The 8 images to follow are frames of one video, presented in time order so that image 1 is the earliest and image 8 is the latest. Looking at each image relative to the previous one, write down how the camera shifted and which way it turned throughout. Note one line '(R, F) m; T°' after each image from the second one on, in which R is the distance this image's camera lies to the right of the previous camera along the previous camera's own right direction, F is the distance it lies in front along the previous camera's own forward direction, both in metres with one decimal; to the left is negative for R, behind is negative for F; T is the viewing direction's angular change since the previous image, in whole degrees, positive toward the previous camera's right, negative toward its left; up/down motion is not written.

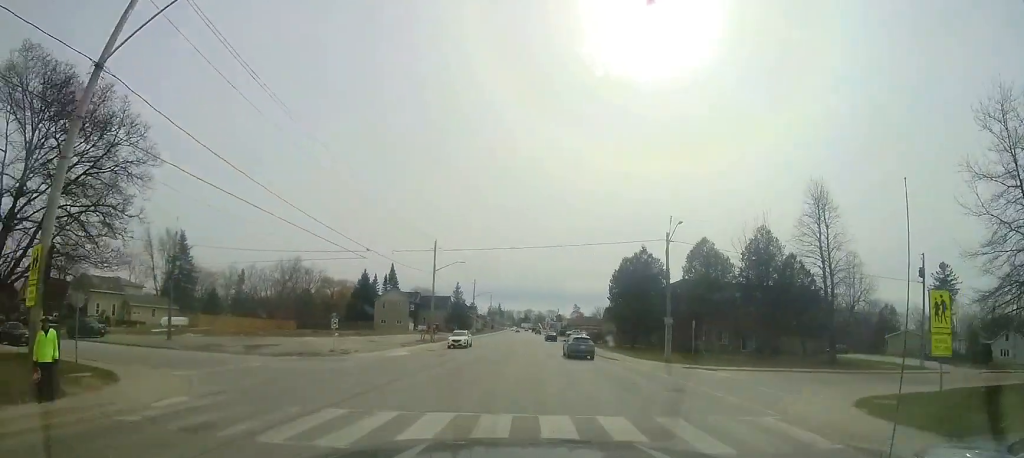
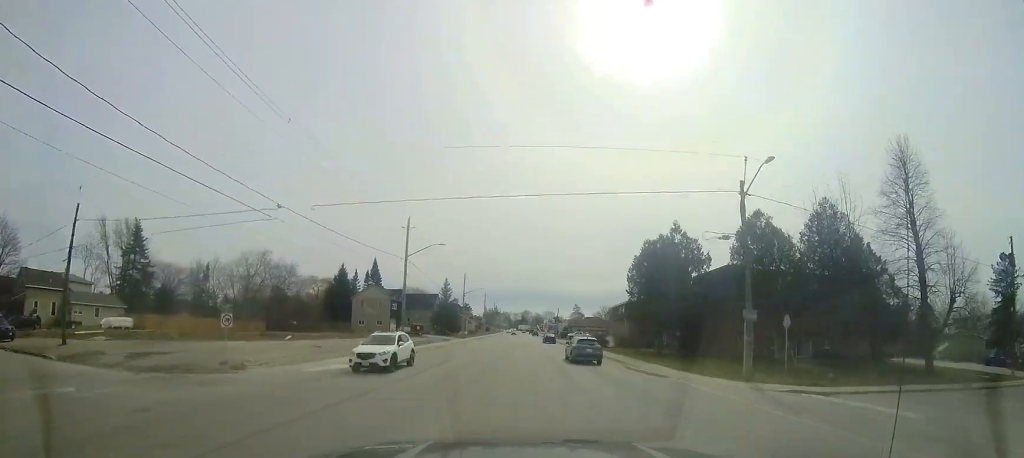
(-0.1, +9.7) m; +1°
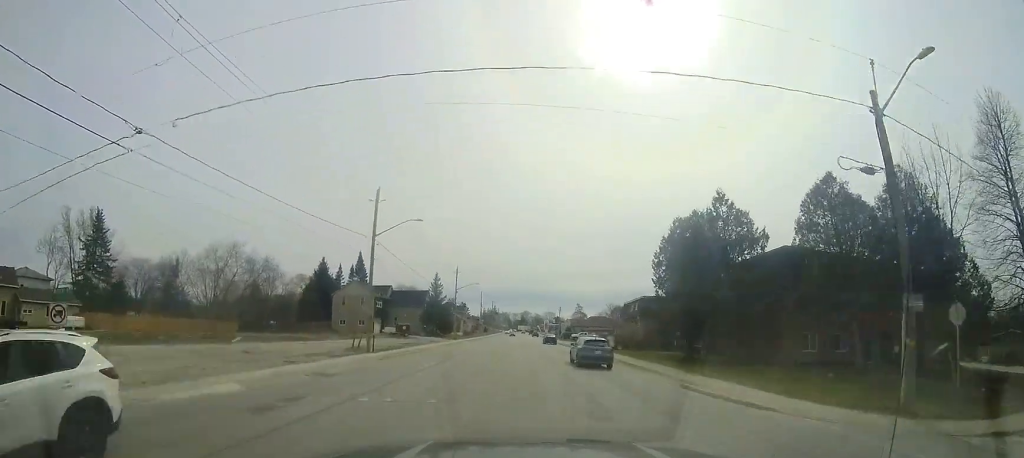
(+0.1, +7.8) m; +1°
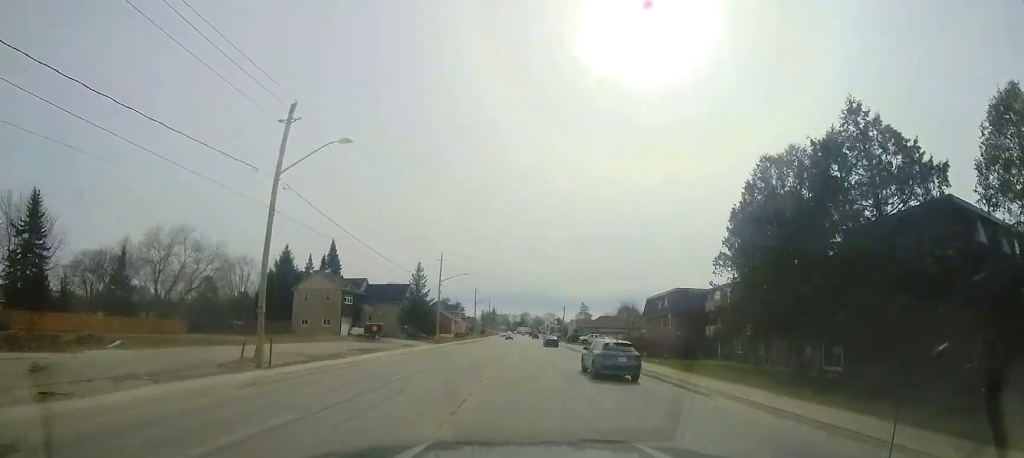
(+0.1, +11.9) m; +1°
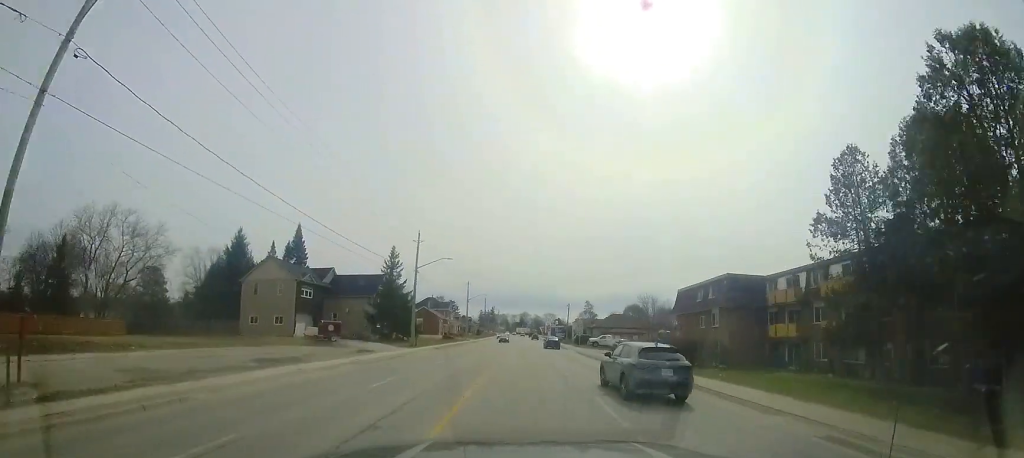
(+0.2, +11.1) m; 0°
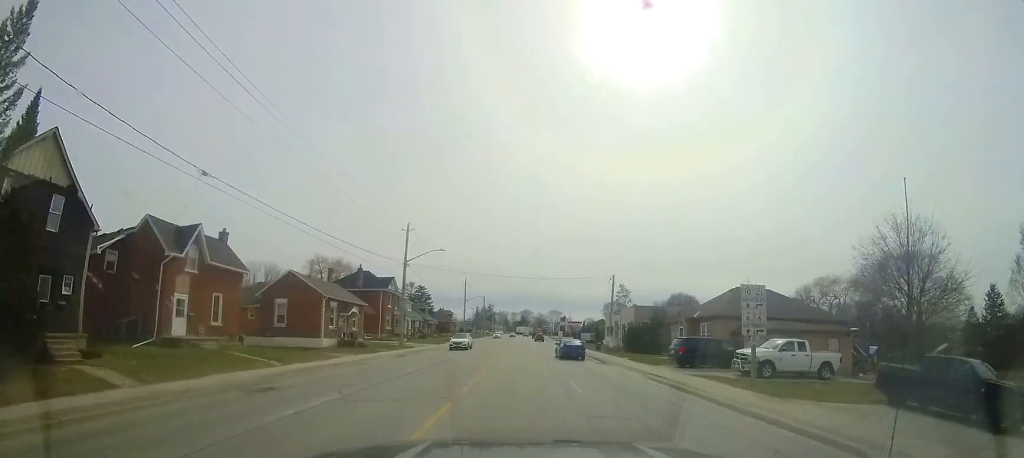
(-1.6, +41.8) m; -3°
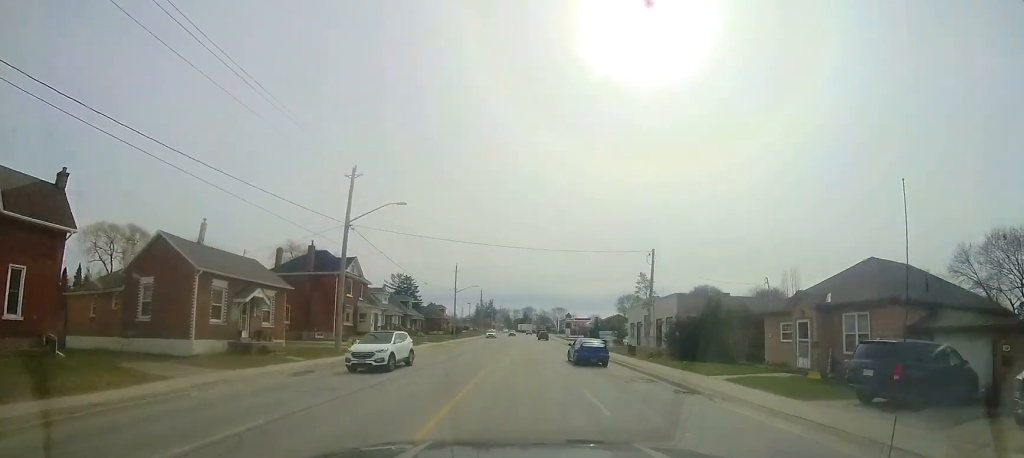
(+0.2, +13.0) m; 0°
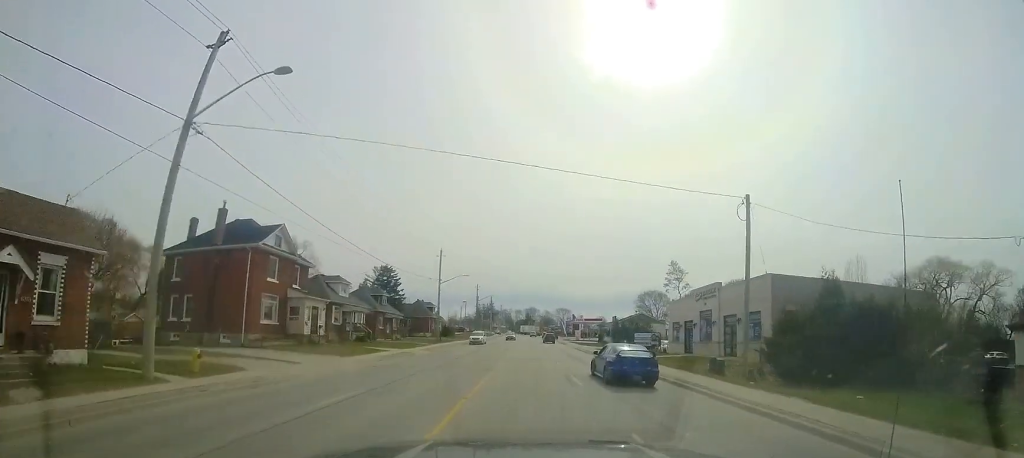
(0.0, +13.5) m; -1°
